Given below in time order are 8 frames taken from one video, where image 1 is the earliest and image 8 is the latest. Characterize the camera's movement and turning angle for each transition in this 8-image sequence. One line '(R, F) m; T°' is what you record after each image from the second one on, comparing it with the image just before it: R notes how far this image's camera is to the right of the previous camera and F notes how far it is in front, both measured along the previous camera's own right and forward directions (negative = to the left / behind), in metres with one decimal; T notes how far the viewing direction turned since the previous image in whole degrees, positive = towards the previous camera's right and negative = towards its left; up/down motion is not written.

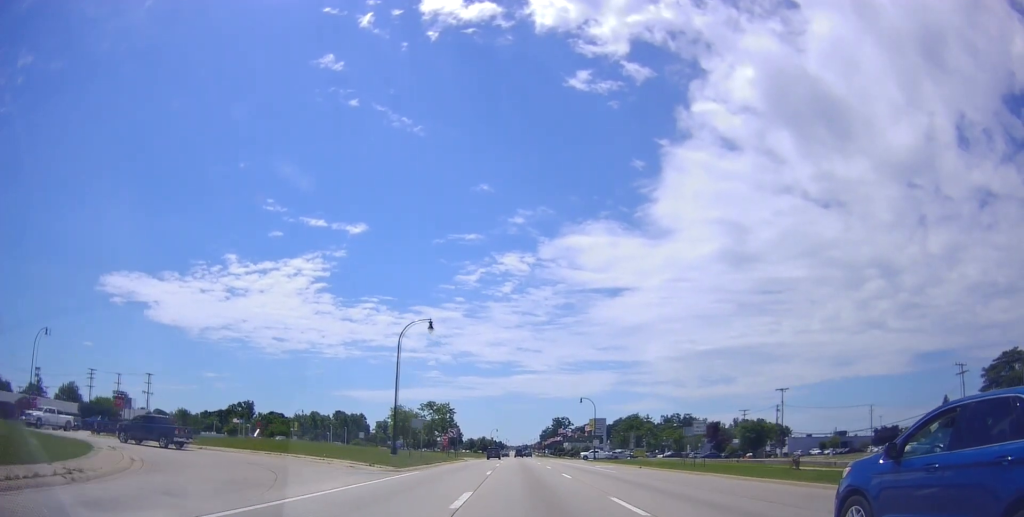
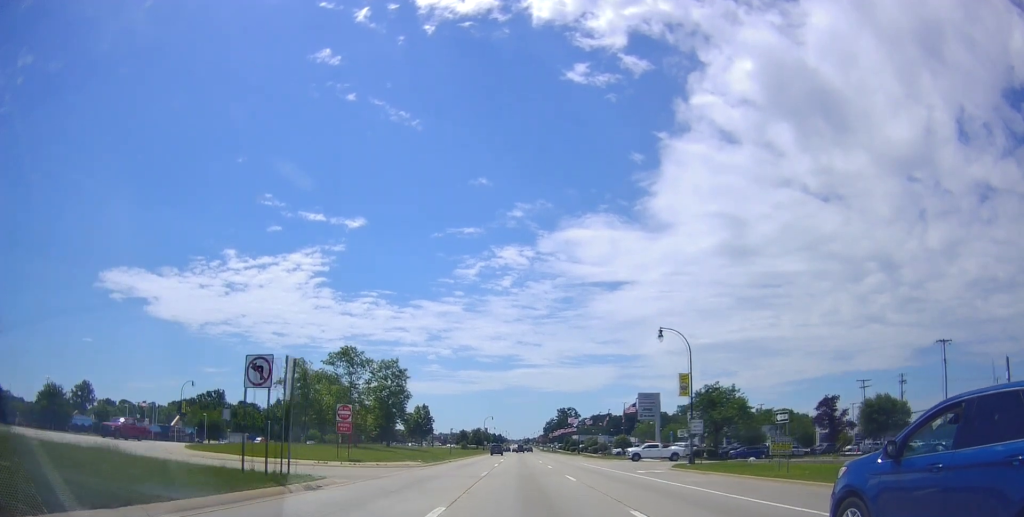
(-0.5, +49.6) m; +1°
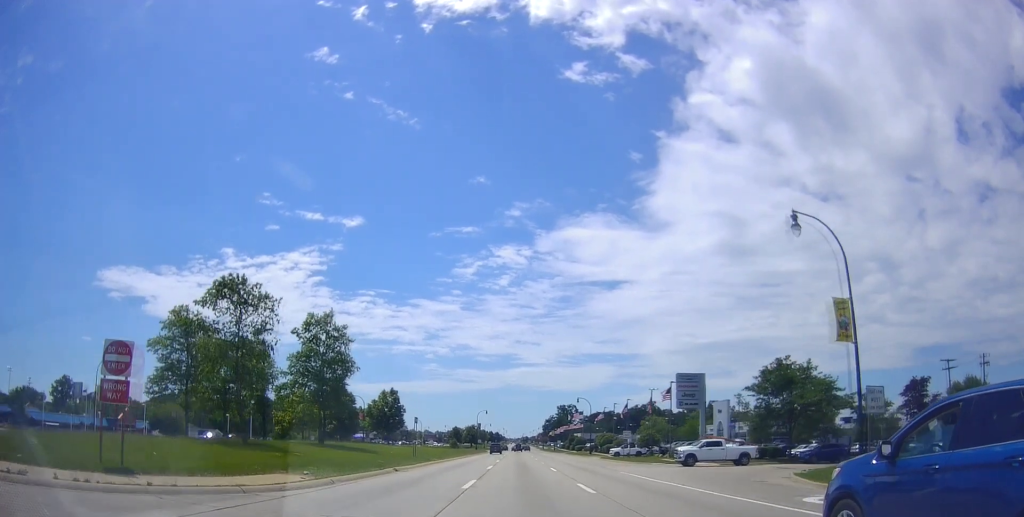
(-0.2, +20.9) m; -1°
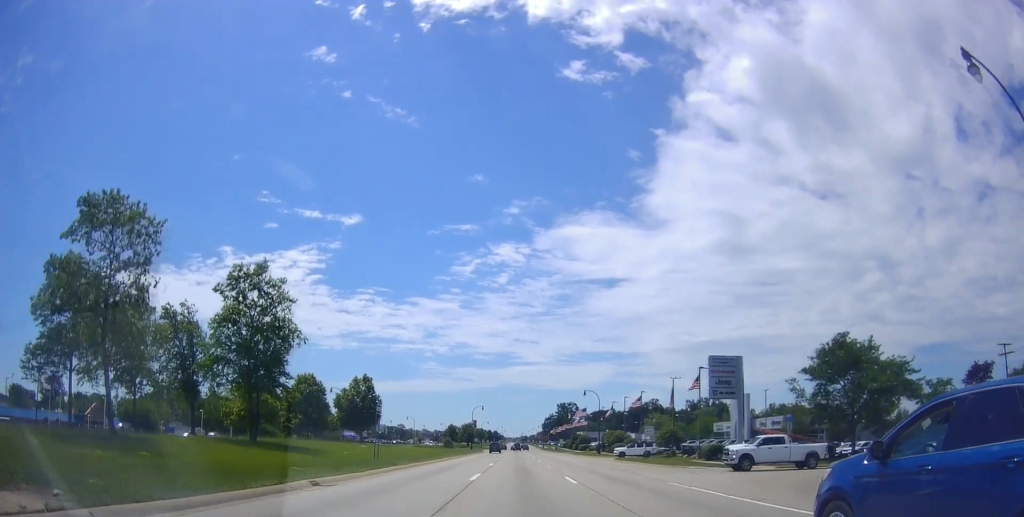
(-0.2, +11.0) m; 0°
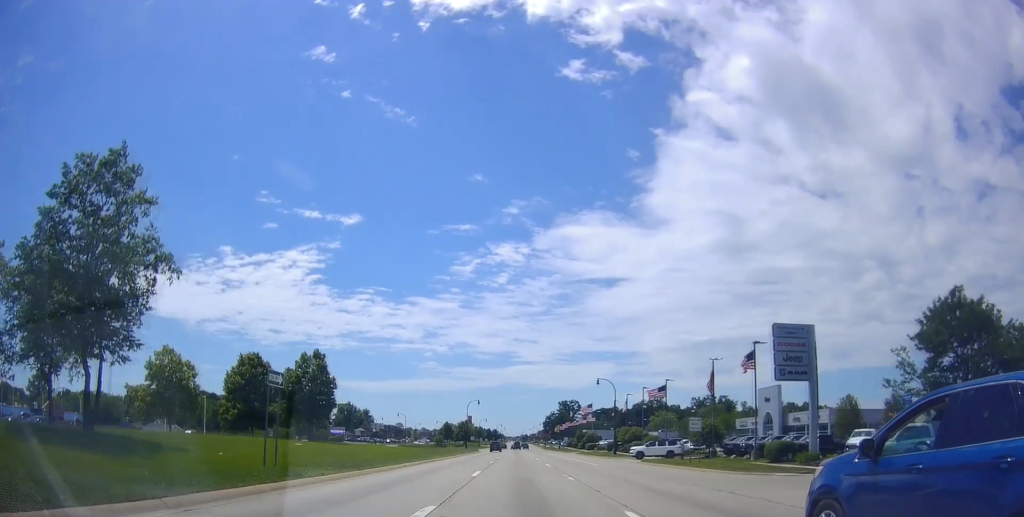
(+0.2, +13.6) m; +1°
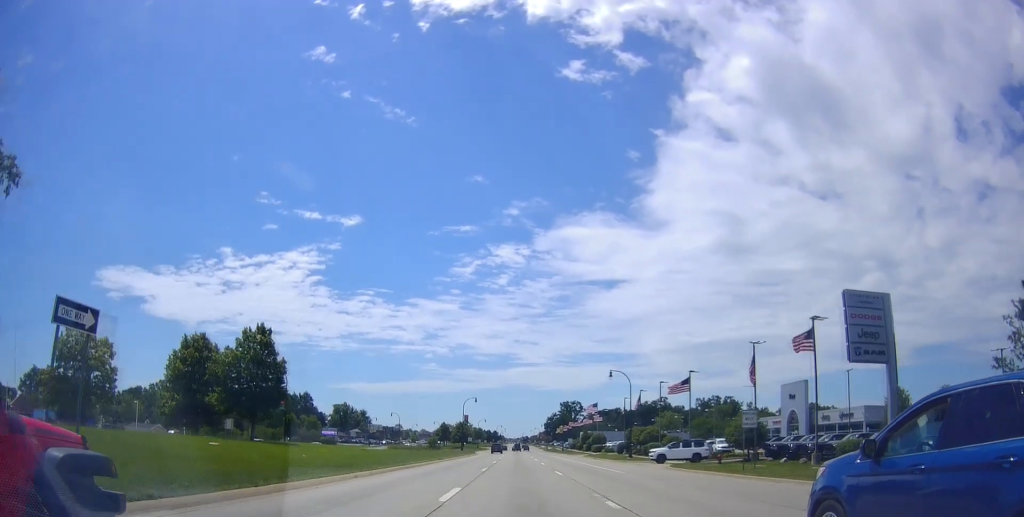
(+0.1, +9.3) m; 0°
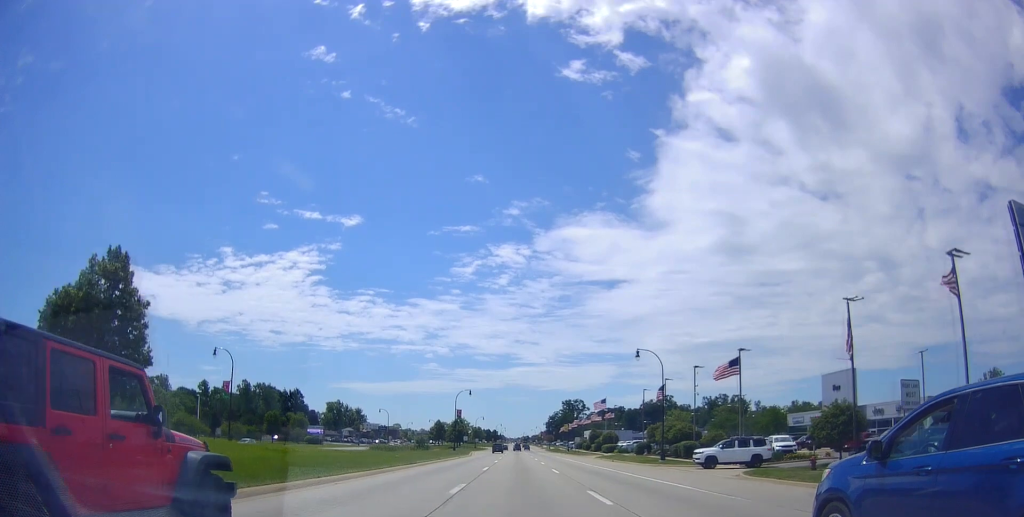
(0.0, +13.8) m; 0°
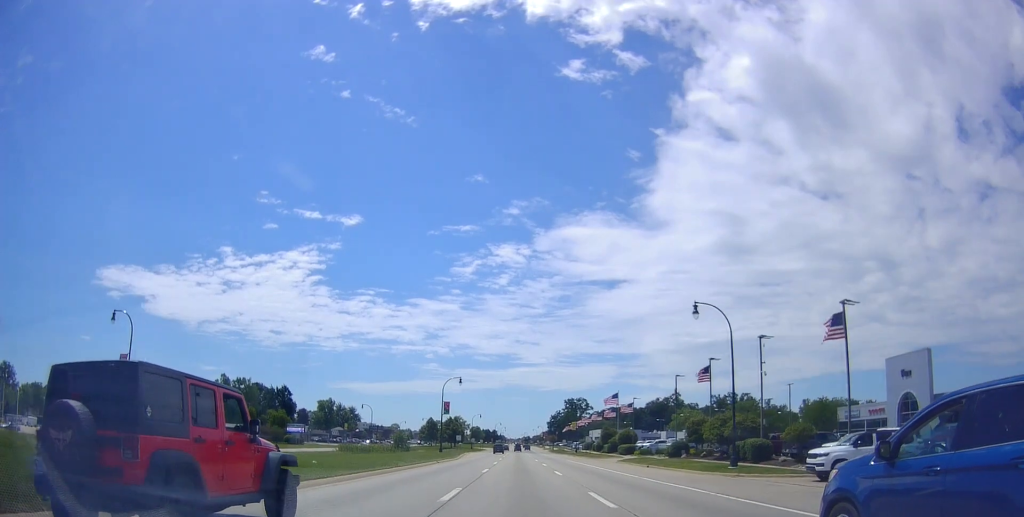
(0.0, +16.2) m; 0°
